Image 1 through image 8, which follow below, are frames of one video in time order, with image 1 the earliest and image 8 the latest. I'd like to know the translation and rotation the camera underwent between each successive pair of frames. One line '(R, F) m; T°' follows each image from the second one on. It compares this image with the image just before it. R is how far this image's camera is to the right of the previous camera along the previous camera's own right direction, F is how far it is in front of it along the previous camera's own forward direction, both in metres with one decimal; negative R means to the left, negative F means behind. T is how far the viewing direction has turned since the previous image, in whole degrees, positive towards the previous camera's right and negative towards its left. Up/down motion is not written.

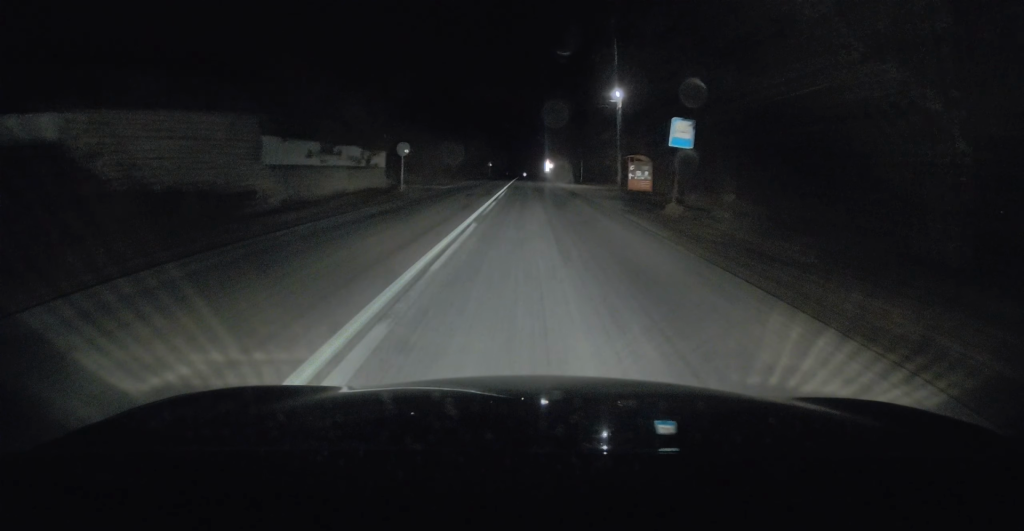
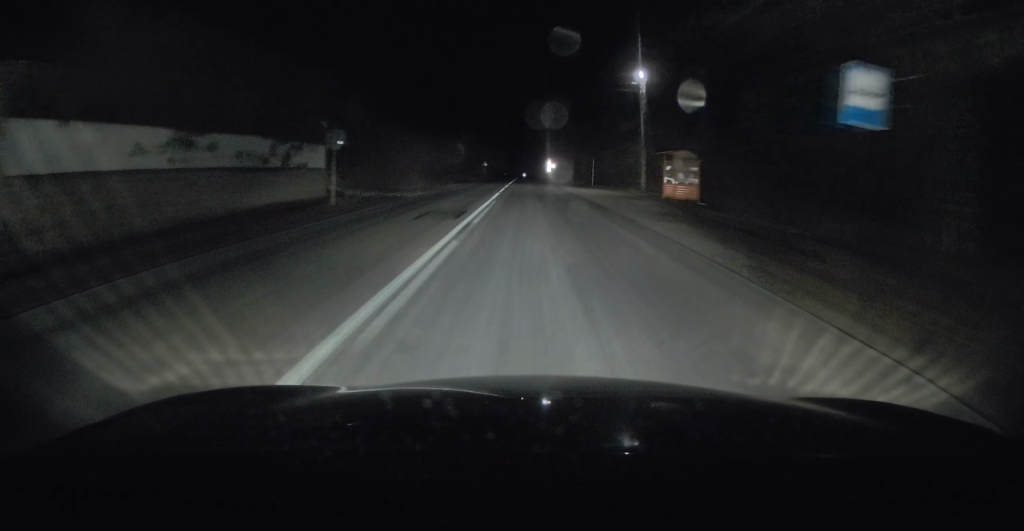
(0.0, +11.9) m; 0°
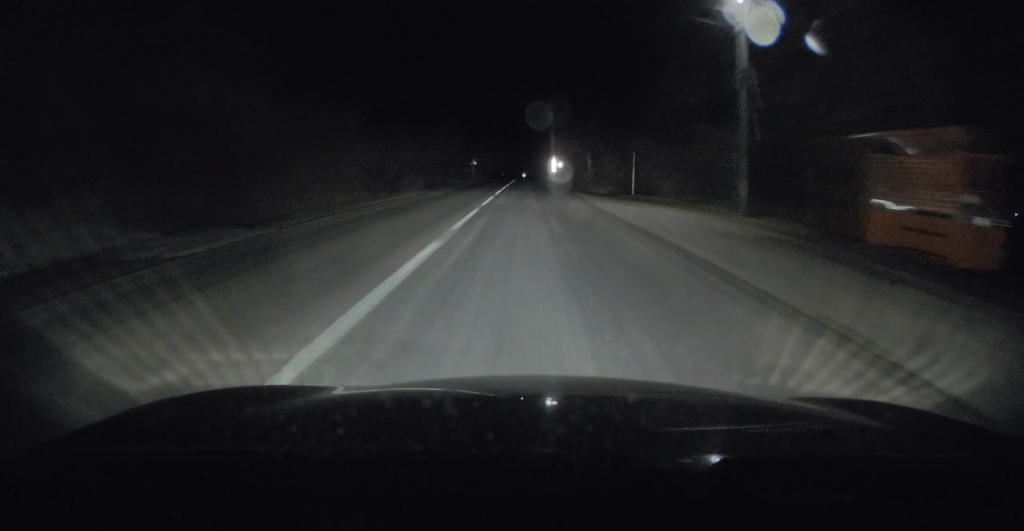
(0.0, +21.1) m; 0°
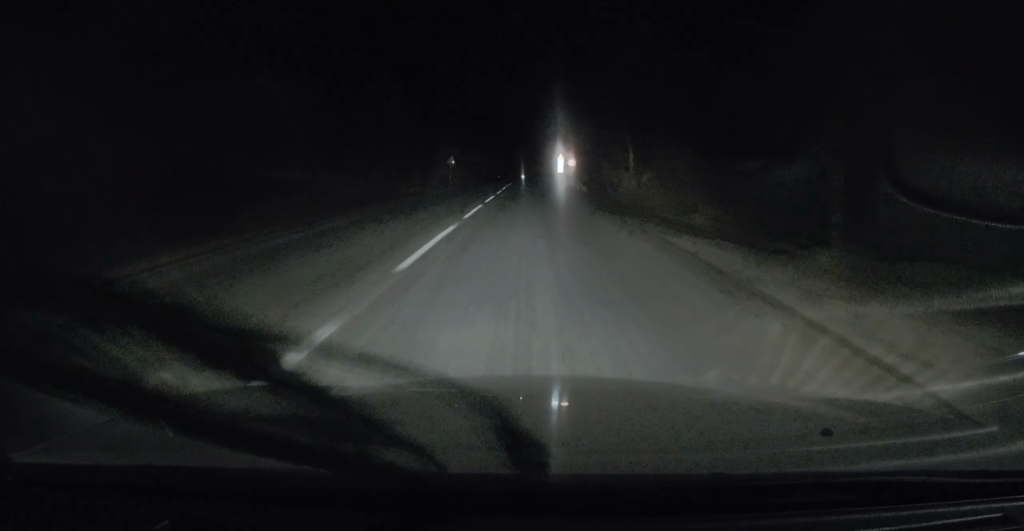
(0.0, +23.2) m; 0°
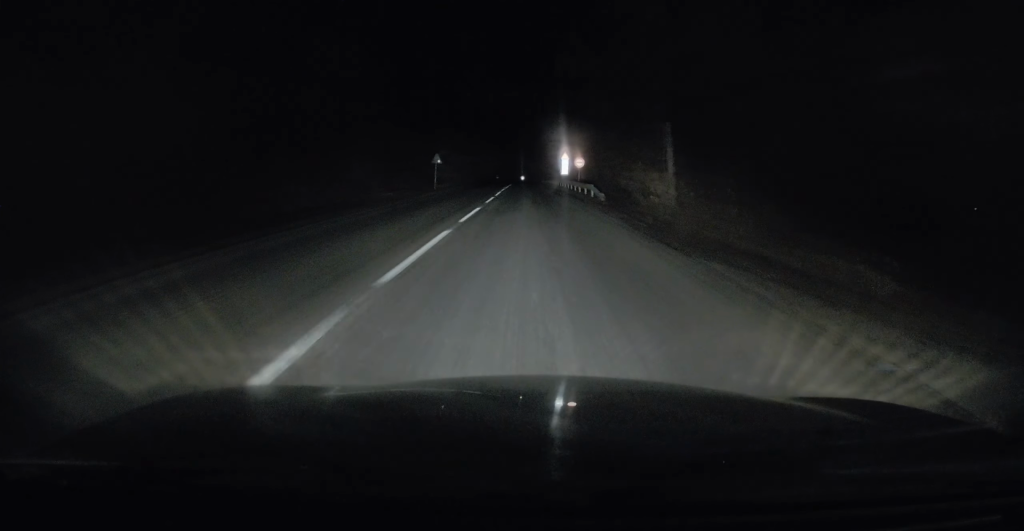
(0.0, +9.3) m; 0°
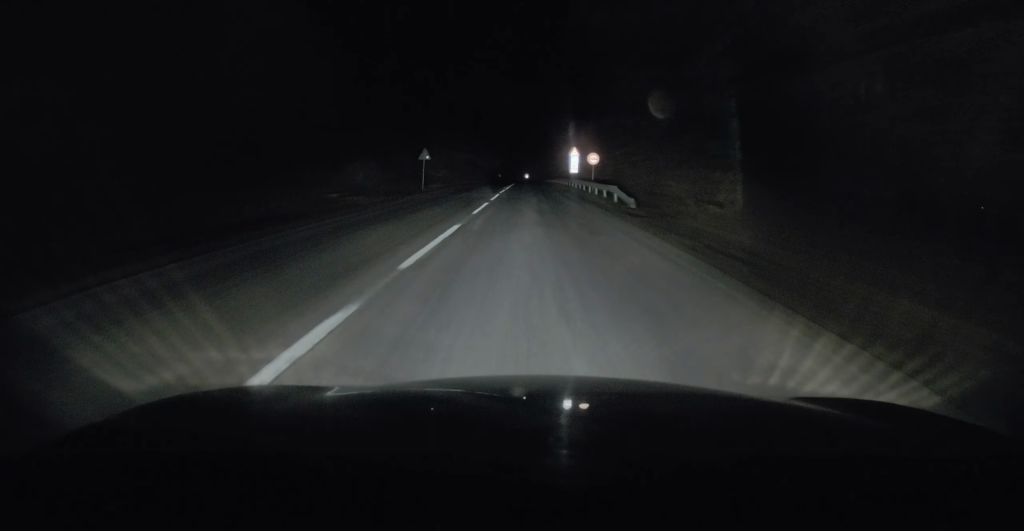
(0.0, +7.5) m; 0°
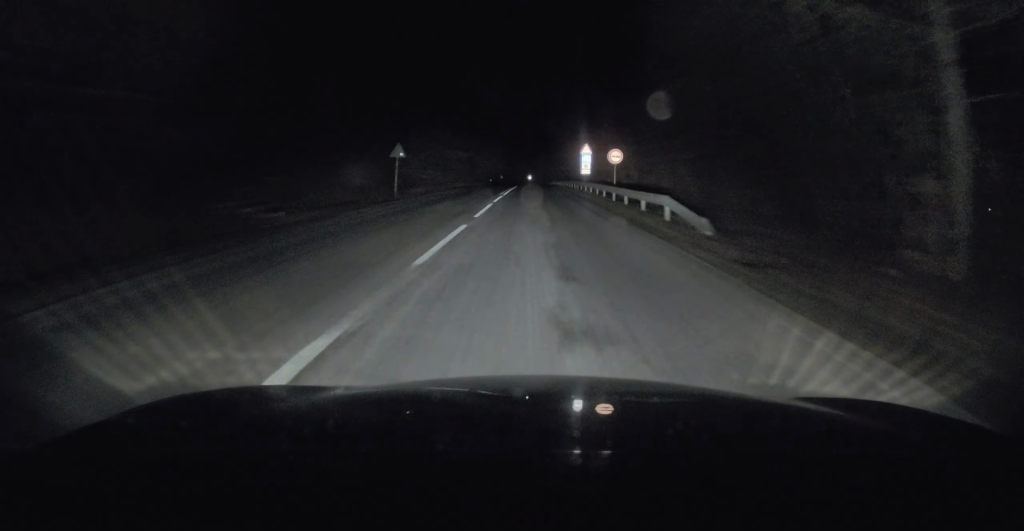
(0.0, +9.5) m; 0°
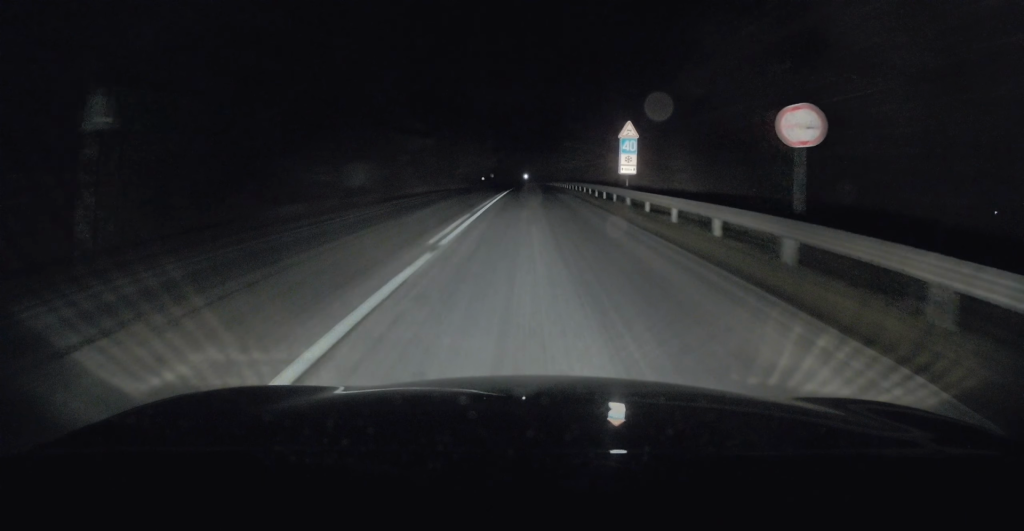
(0.0, +23.4) m; 0°
